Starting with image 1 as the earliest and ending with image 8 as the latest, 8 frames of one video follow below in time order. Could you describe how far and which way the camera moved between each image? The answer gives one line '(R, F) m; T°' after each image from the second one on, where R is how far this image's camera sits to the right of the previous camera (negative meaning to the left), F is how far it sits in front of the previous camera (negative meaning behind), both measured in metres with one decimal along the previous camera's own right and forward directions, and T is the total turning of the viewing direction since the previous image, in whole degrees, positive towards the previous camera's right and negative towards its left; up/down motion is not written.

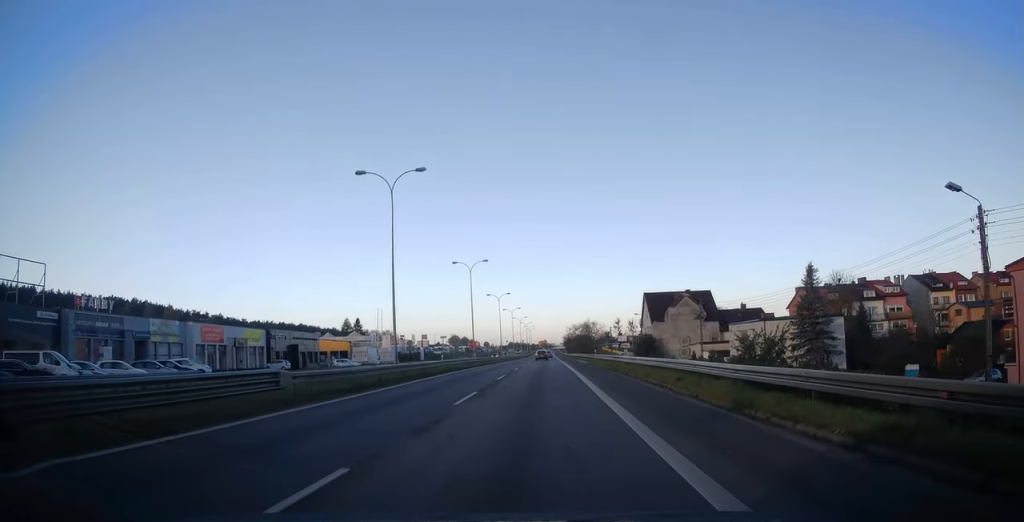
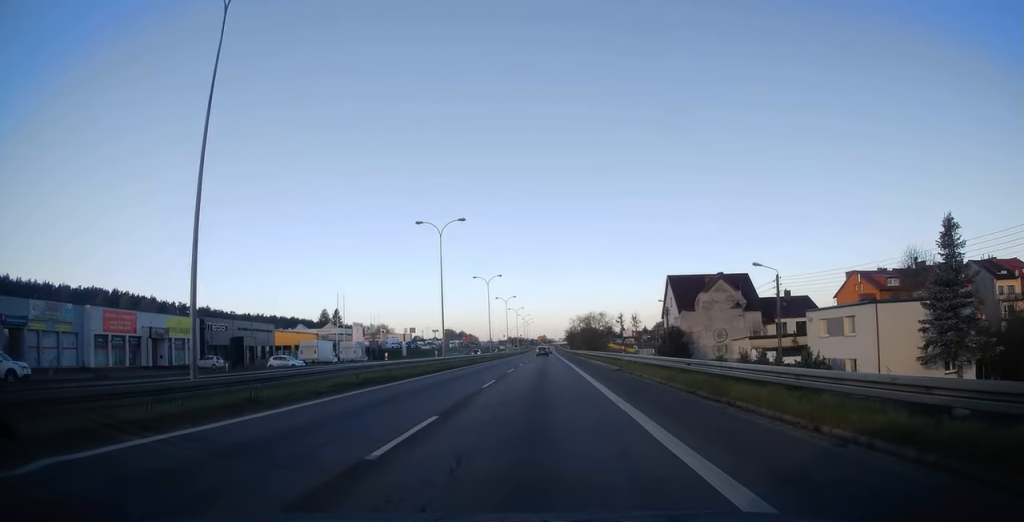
(-0.5, +19.3) m; -2°
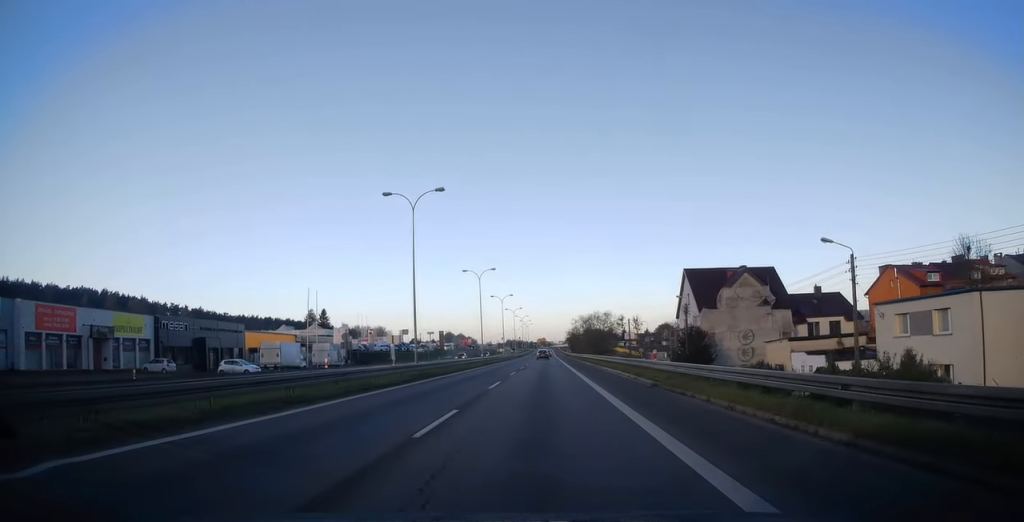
(0.0, +9.9) m; 0°
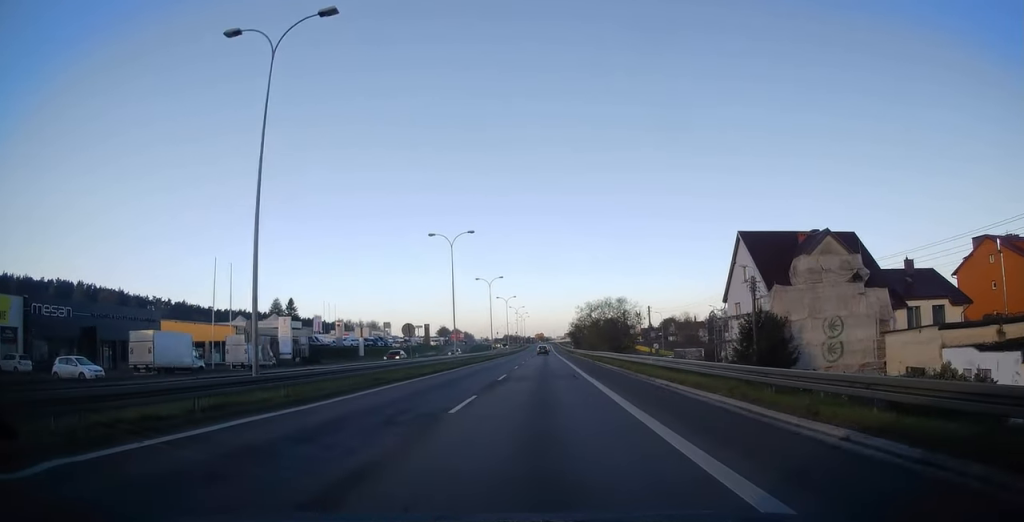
(0.0, +20.7) m; 0°
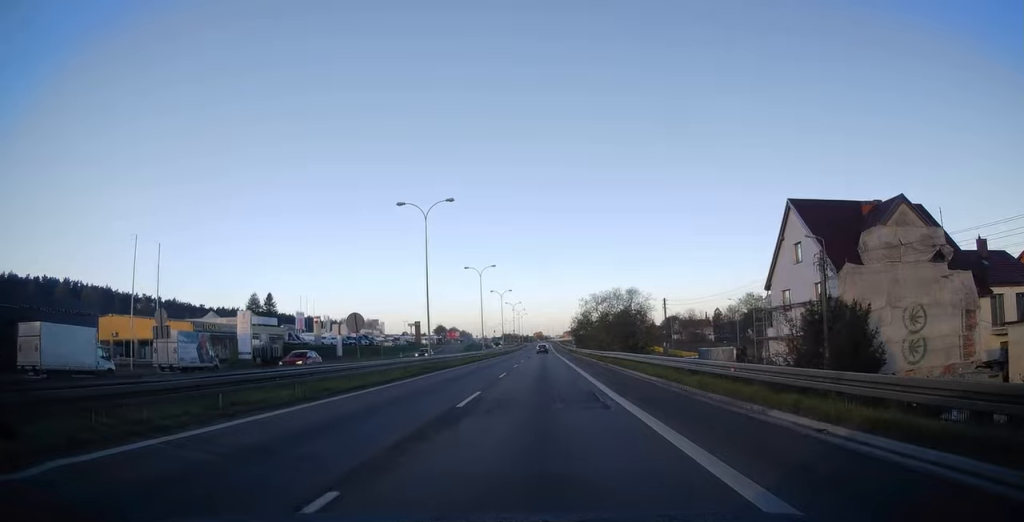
(0.0, +11.1) m; 0°
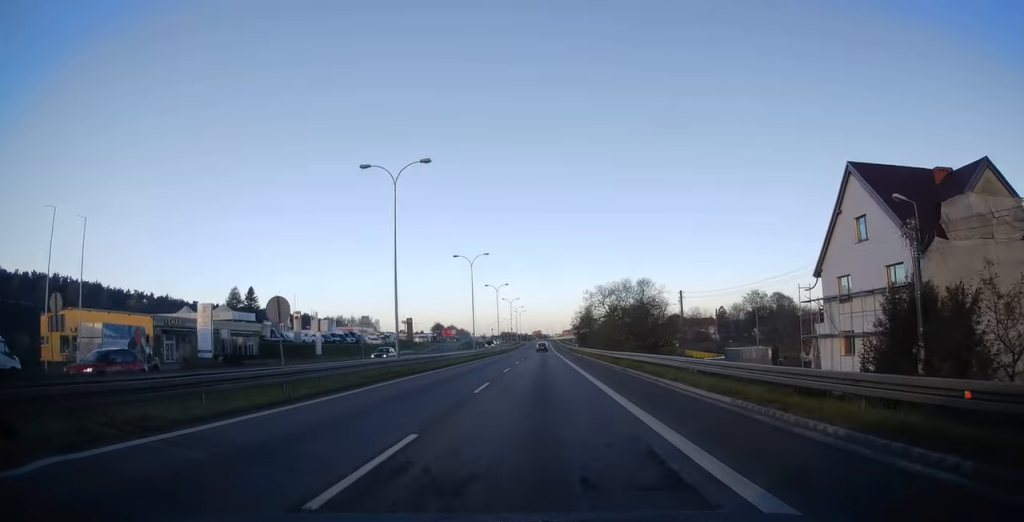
(0.0, +8.6) m; 0°
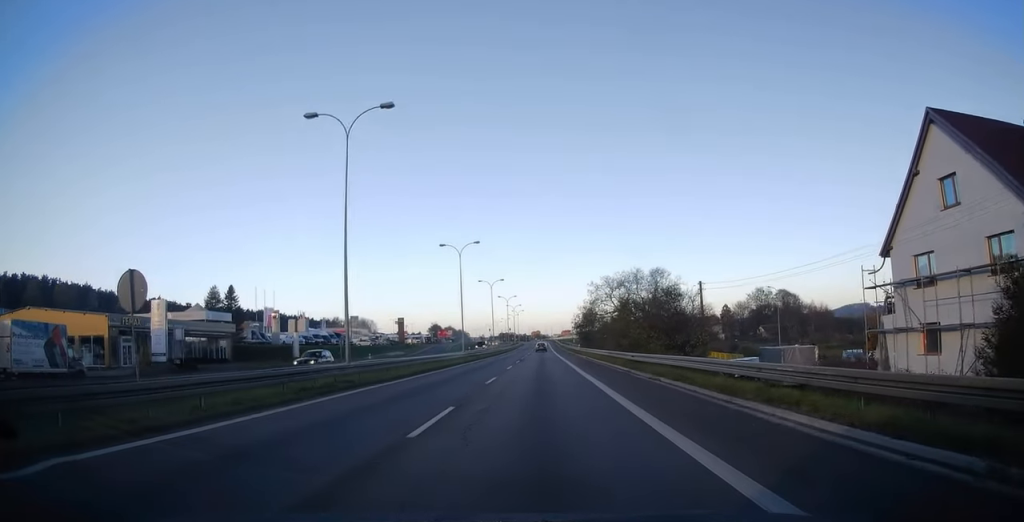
(0.0, +8.1) m; 0°
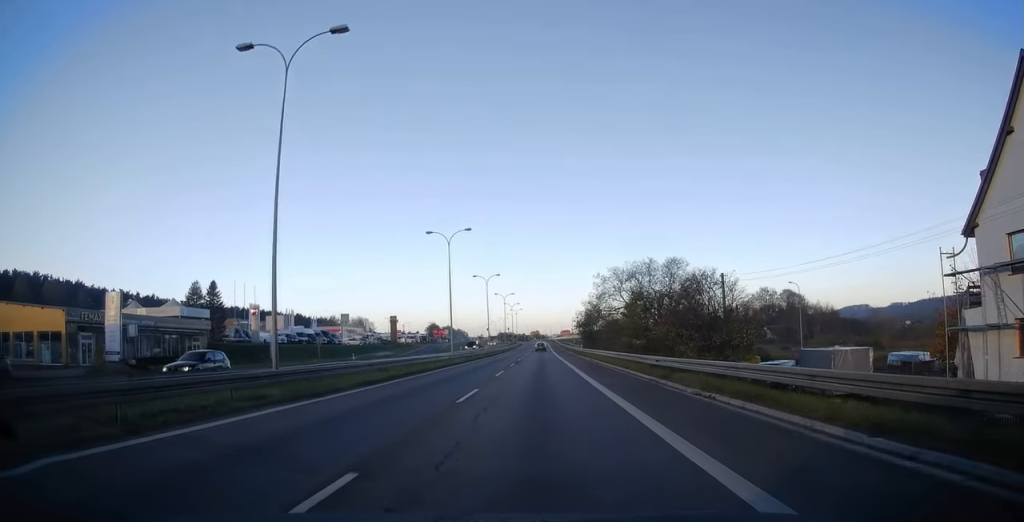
(0.0, +6.7) m; 0°
